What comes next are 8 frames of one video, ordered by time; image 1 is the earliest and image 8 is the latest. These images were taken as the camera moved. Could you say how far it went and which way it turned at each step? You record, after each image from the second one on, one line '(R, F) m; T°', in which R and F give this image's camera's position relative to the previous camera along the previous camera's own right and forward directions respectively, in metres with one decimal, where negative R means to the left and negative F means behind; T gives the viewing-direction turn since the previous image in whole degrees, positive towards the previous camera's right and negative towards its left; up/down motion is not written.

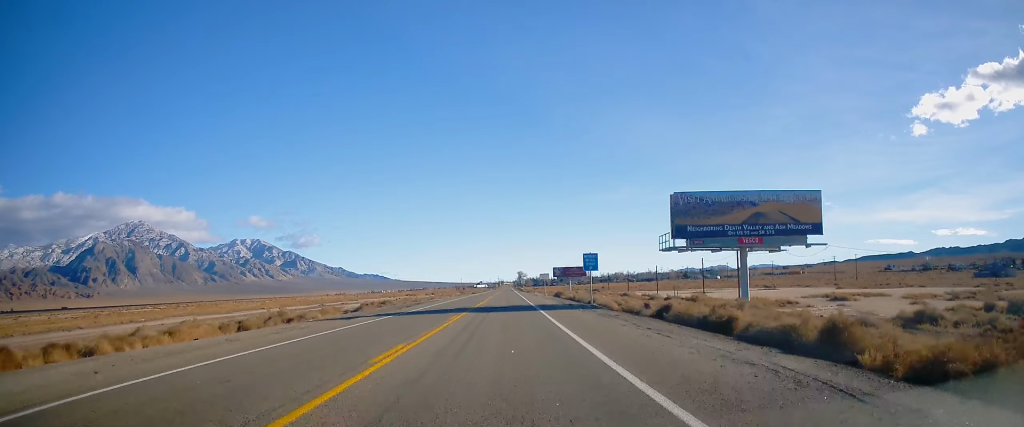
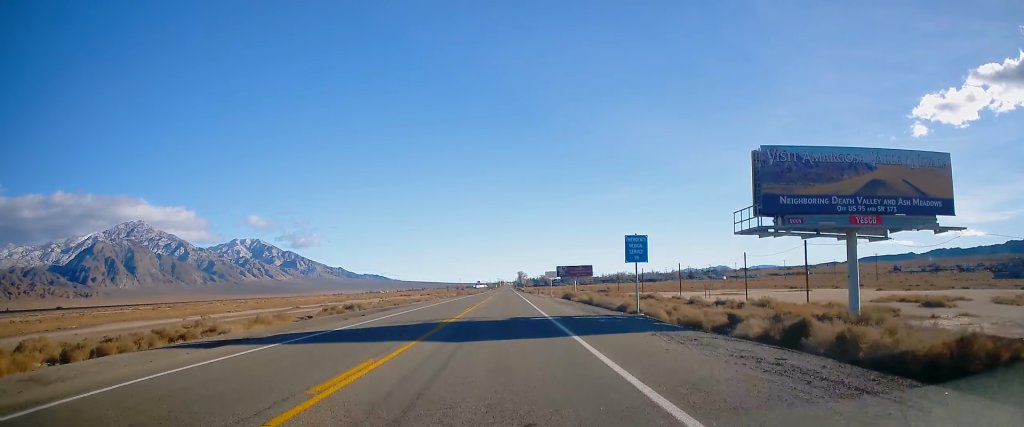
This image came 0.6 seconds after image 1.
(+0.5, +15.1) m; 0°
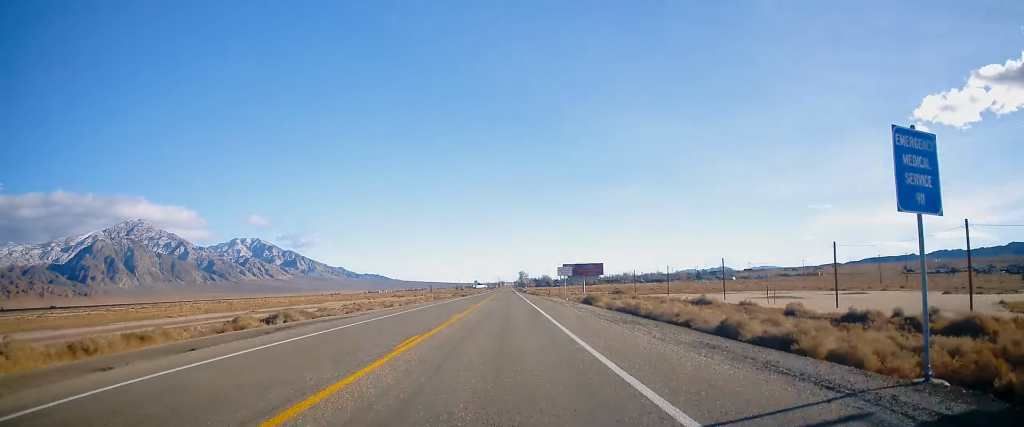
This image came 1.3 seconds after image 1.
(0.0, +19.5) m; 0°
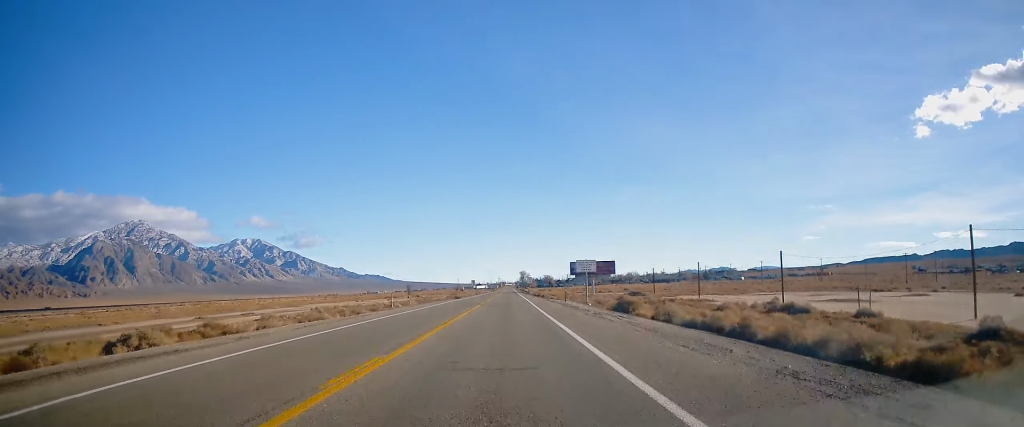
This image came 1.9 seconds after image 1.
(-0.2, +16.8) m; -1°
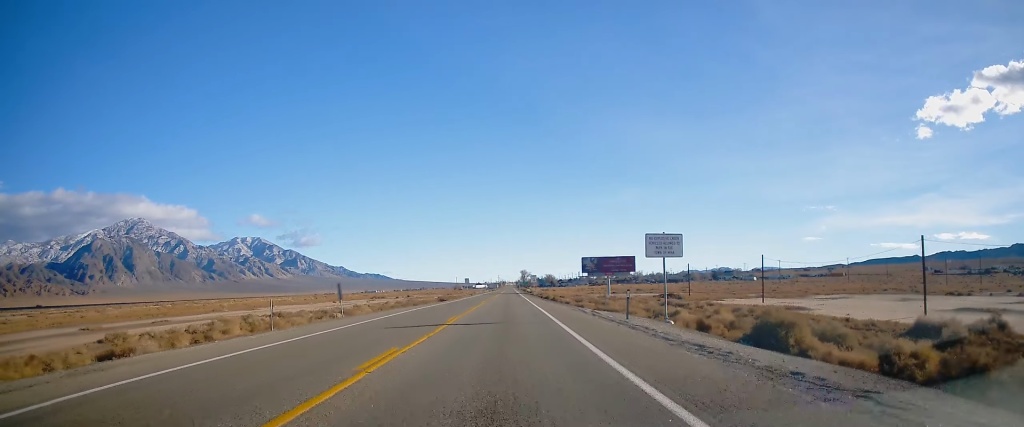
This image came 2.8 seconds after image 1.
(0.0, +23.1) m; +1°
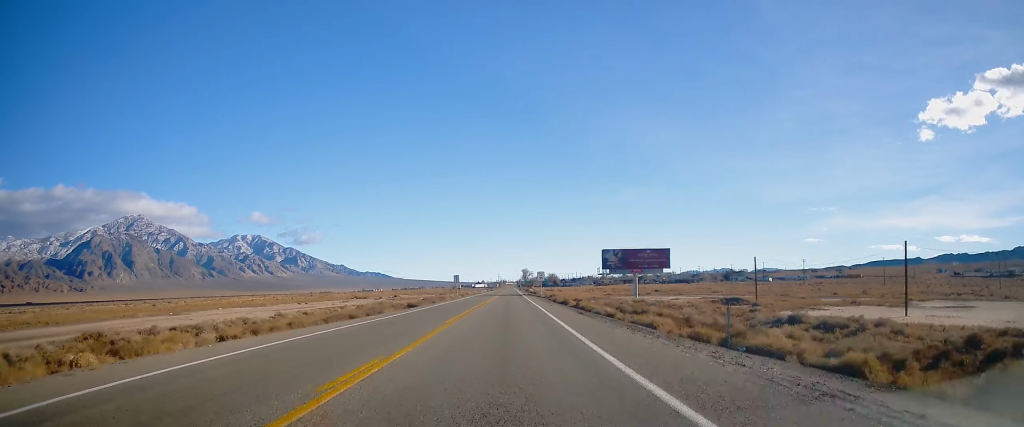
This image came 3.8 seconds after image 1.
(+0.4, +26.4) m; 0°
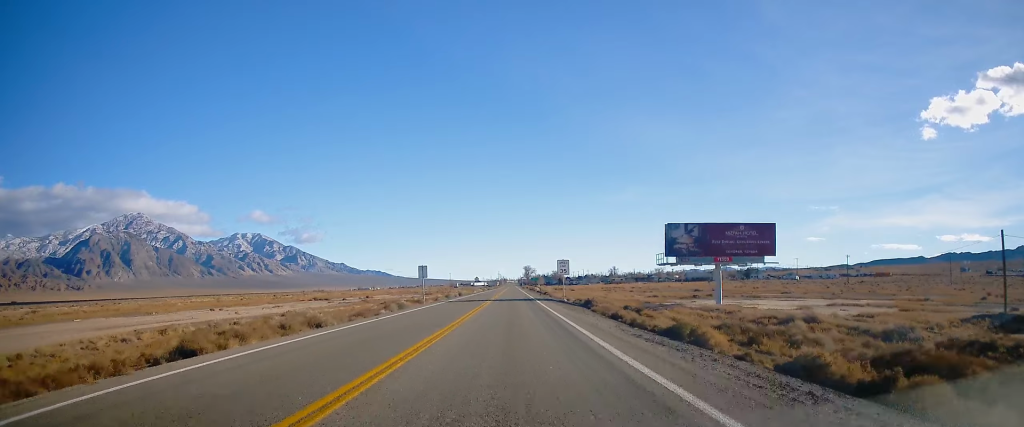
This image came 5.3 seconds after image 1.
(-0.9, +39.7) m; -2°
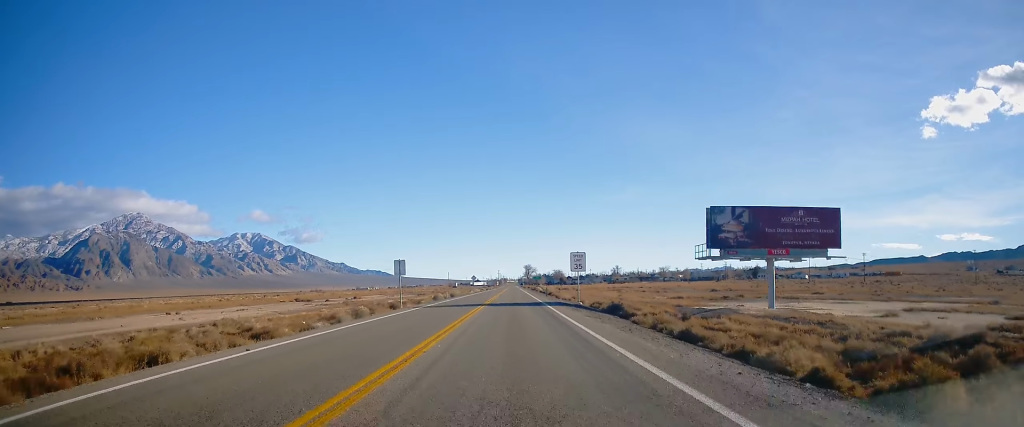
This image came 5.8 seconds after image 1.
(-0.3, +12.6) m; 0°
